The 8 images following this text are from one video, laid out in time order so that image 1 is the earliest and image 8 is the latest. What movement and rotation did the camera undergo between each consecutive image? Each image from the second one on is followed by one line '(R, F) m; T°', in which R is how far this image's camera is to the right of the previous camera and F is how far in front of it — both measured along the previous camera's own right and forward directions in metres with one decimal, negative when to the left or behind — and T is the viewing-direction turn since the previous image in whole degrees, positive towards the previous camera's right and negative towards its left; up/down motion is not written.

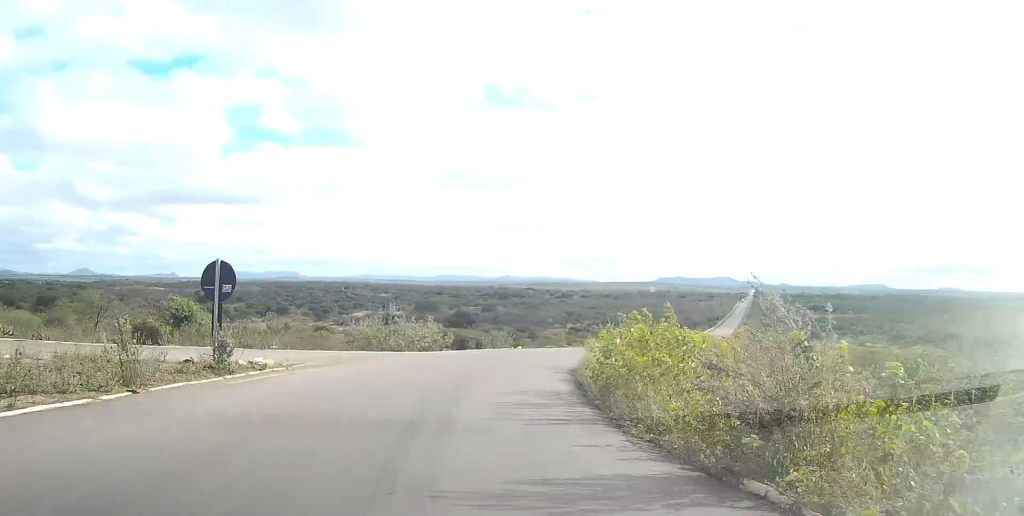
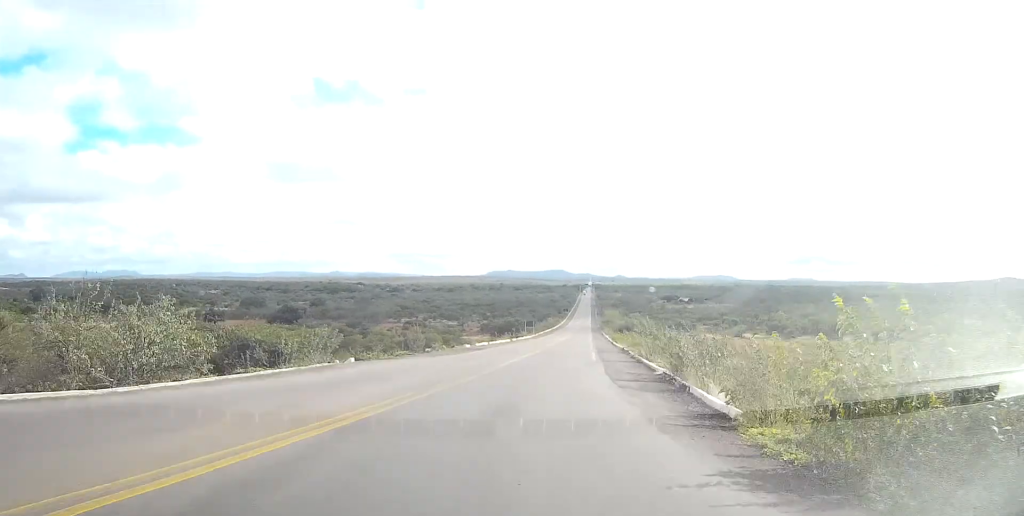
(+1.5, +28.8) m; +3°
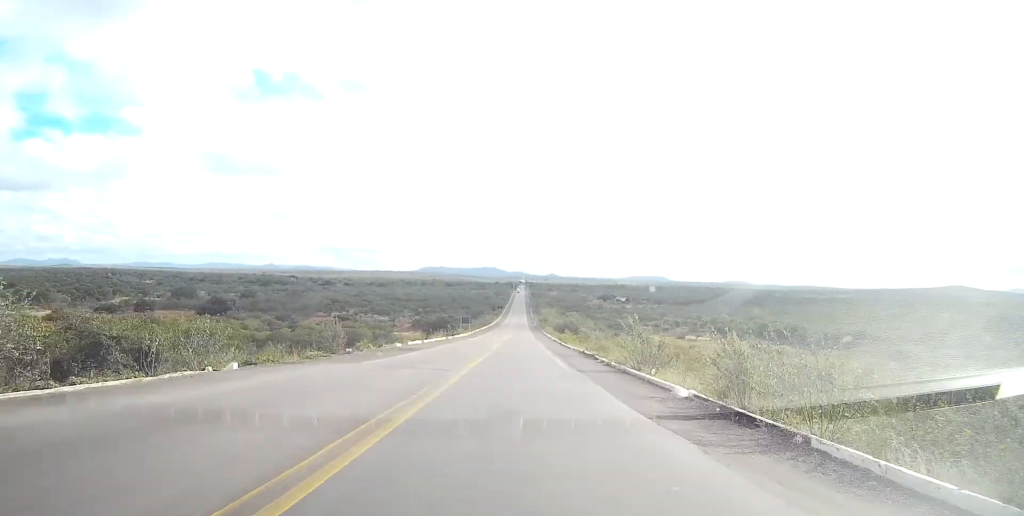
(0.0, +9.0) m; 0°
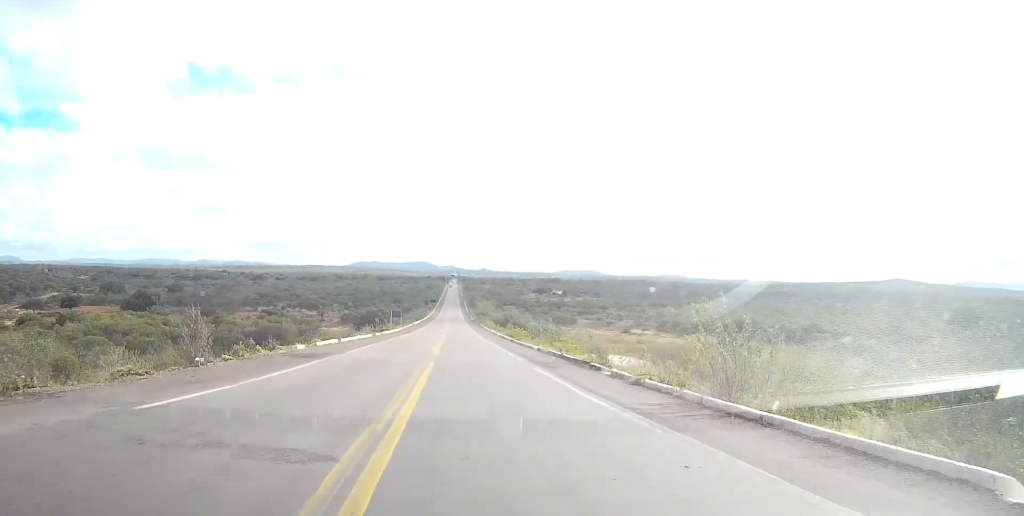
(0.0, +14.6) m; 0°
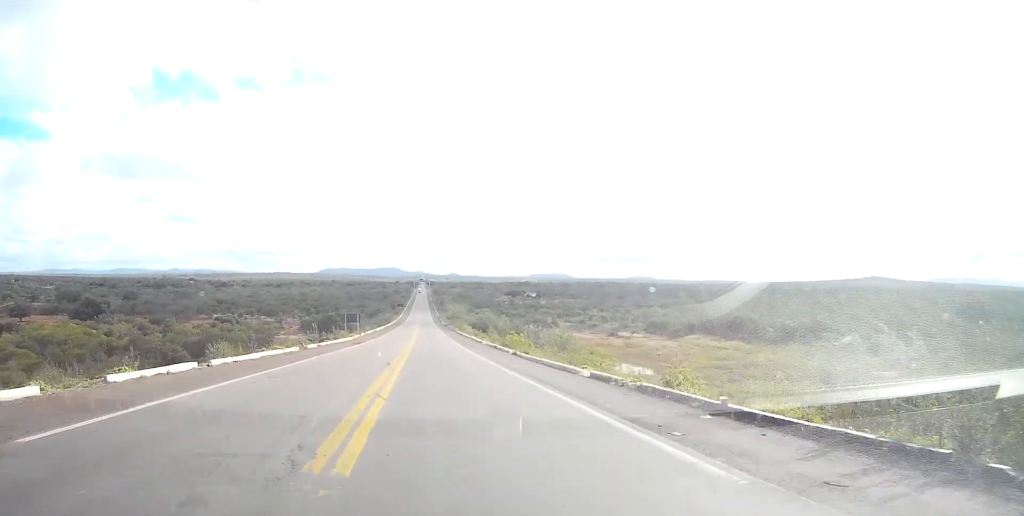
(0.0, +22.8) m; 0°
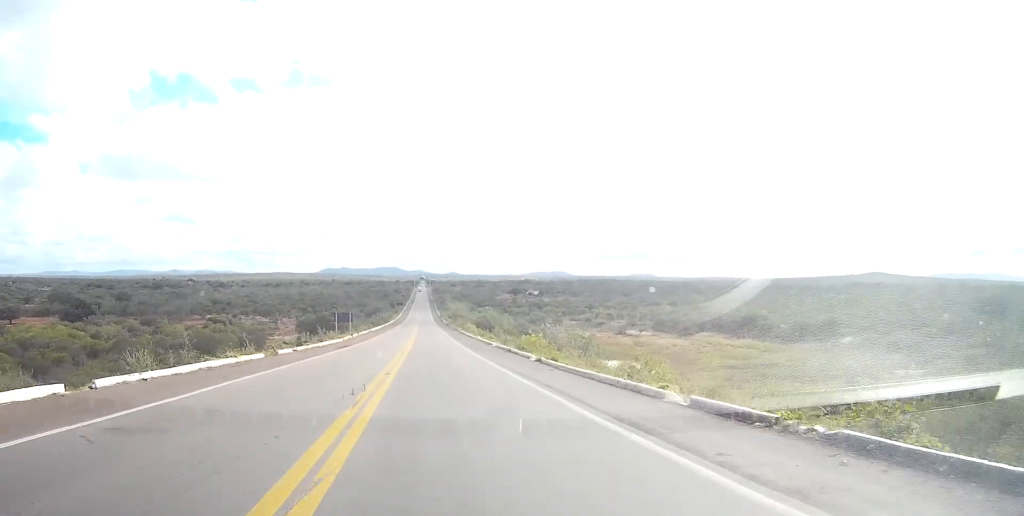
(0.0, +9.4) m; 0°
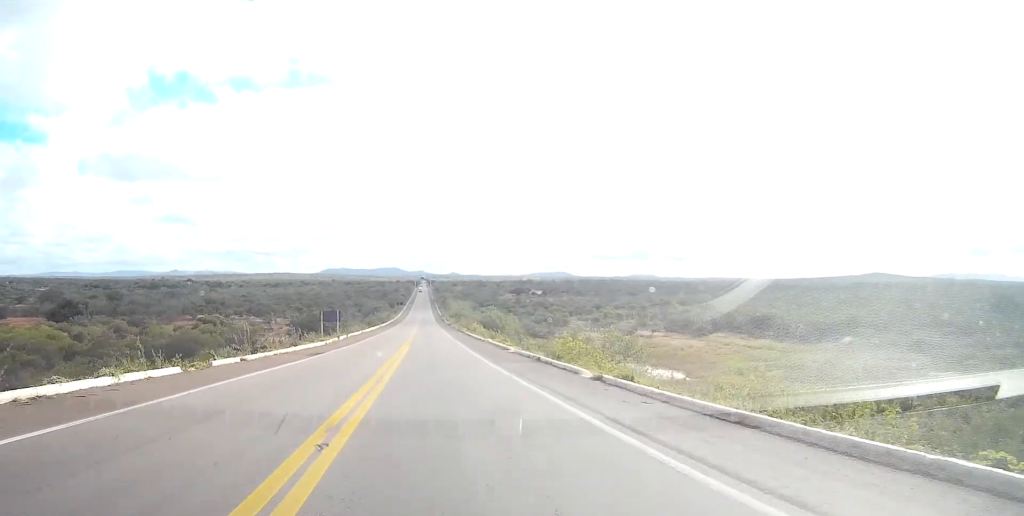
(0.0, +11.9) m; 0°
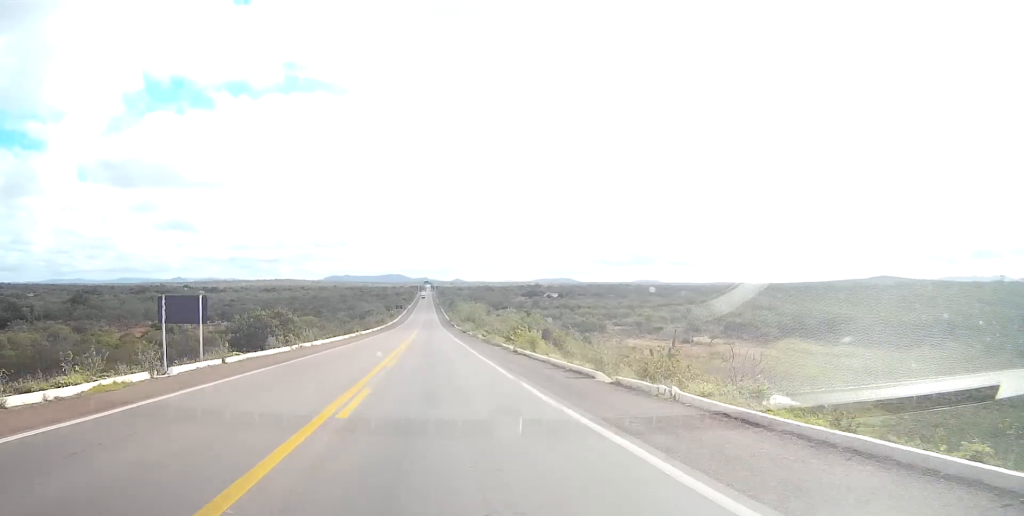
(0.0, +44.2) m; 0°
